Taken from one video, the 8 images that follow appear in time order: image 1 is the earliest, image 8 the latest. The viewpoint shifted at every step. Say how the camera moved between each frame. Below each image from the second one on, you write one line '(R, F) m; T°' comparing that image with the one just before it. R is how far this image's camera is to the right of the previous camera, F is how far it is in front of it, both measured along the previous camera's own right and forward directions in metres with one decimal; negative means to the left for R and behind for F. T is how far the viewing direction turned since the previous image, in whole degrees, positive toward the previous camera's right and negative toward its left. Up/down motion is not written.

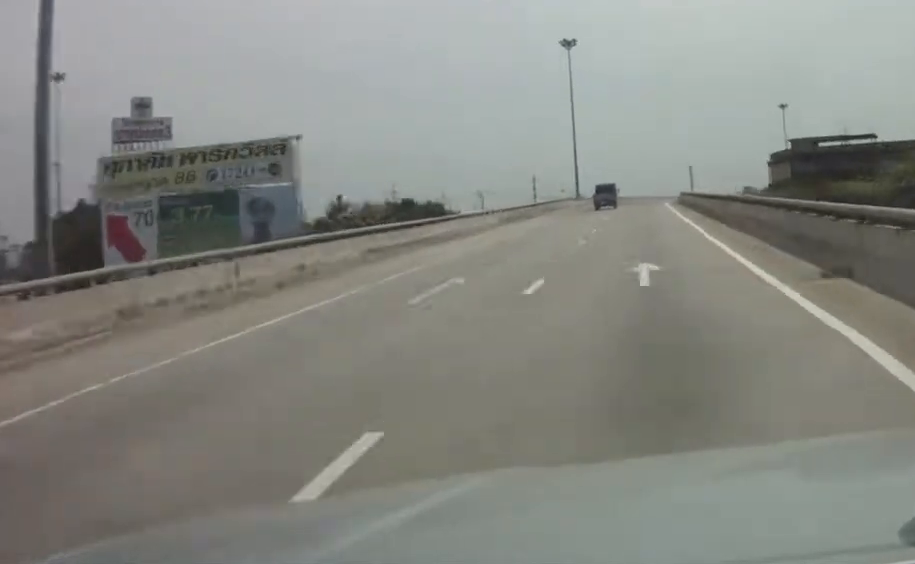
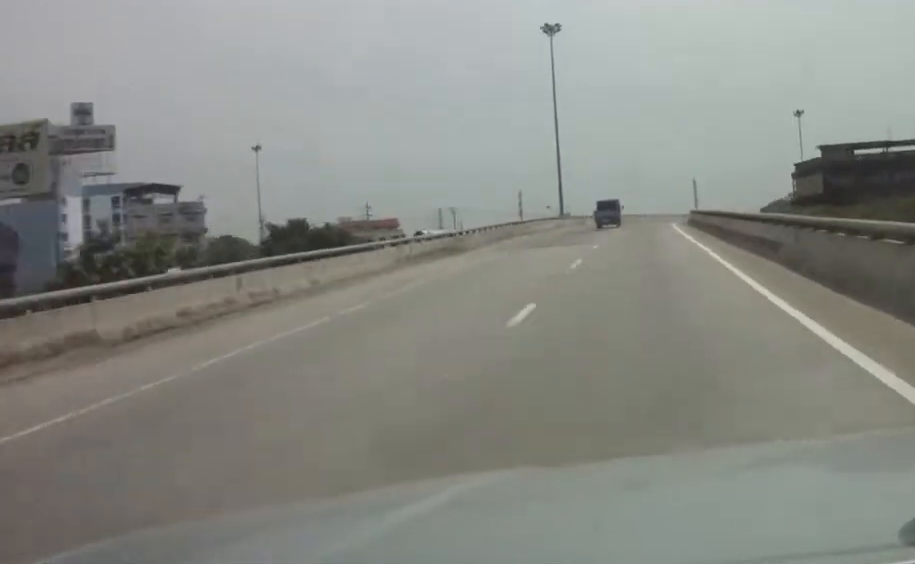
(-0.1, +27.0) m; 0°
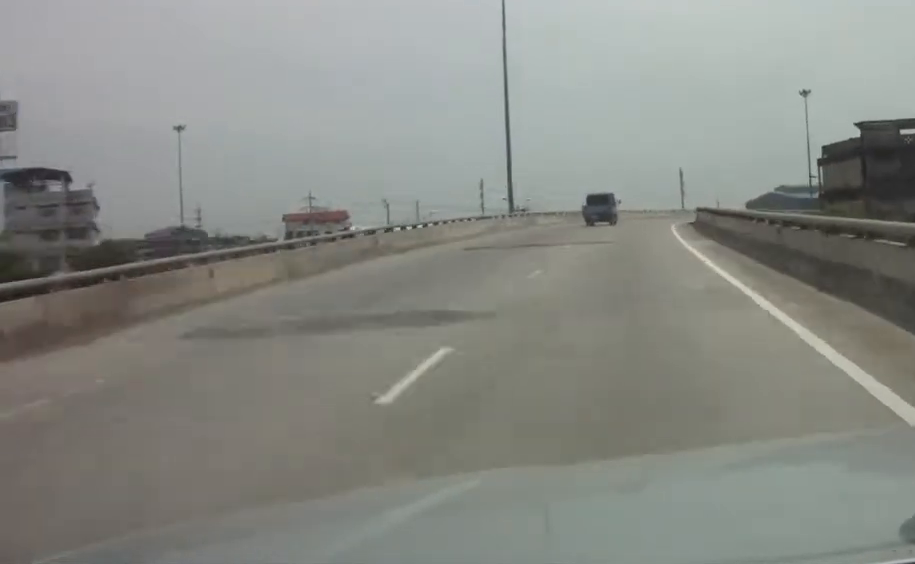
(+0.2, +30.7) m; +1°
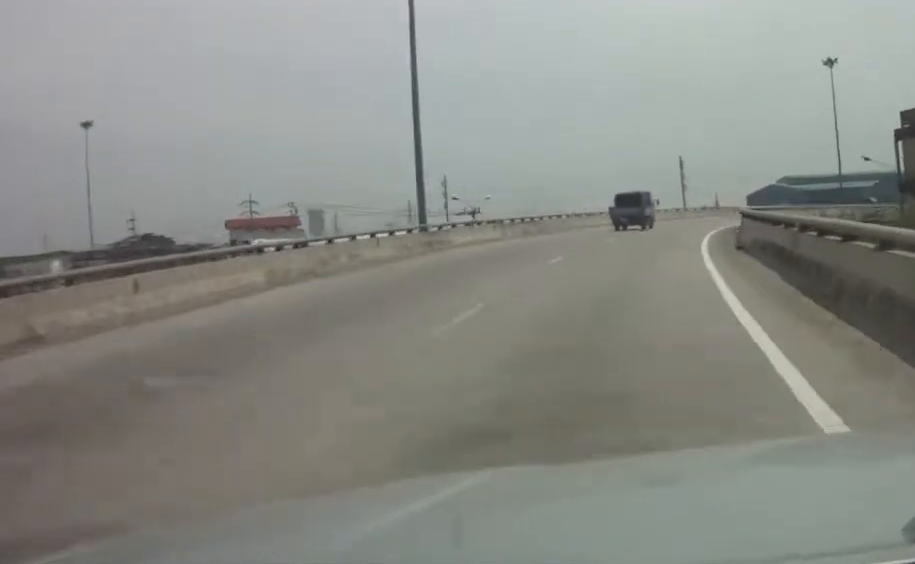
(+0.3, +32.1) m; +4°
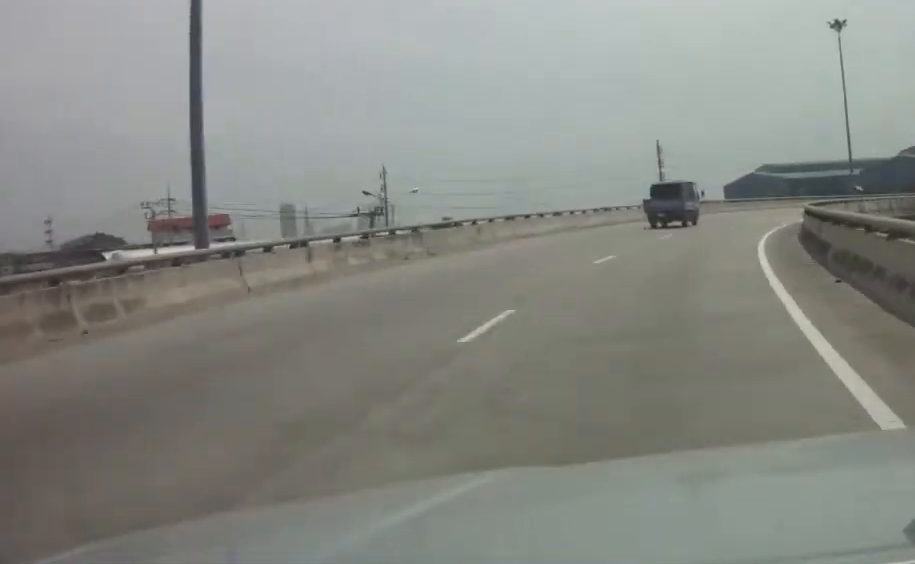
(-1.0, +24.7) m; +5°
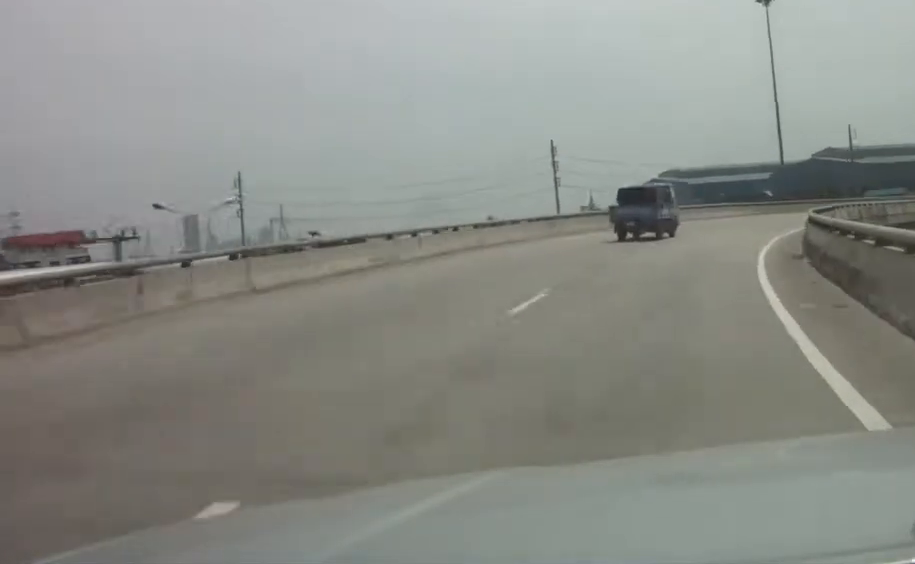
(+2.2, +19.0) m; +6°
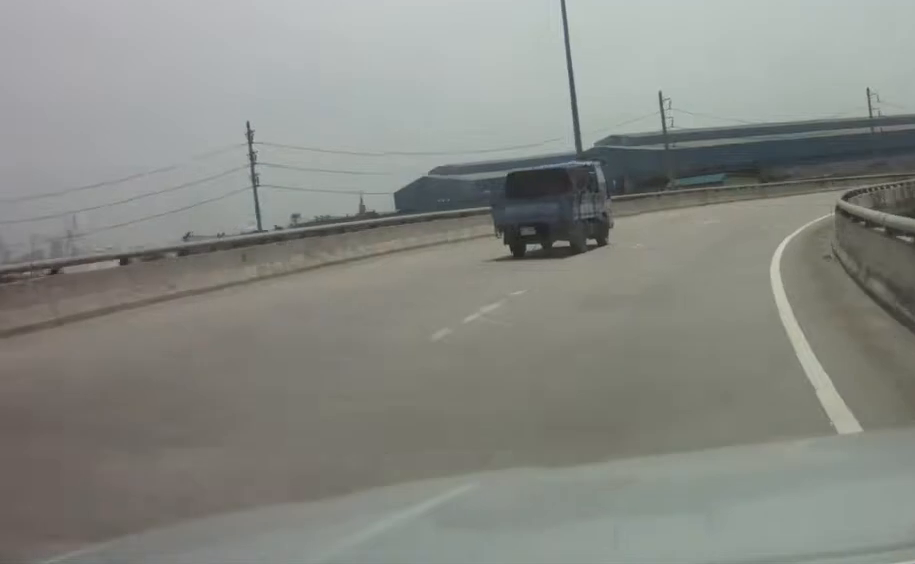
(+3.9, +36.7) m; +12°
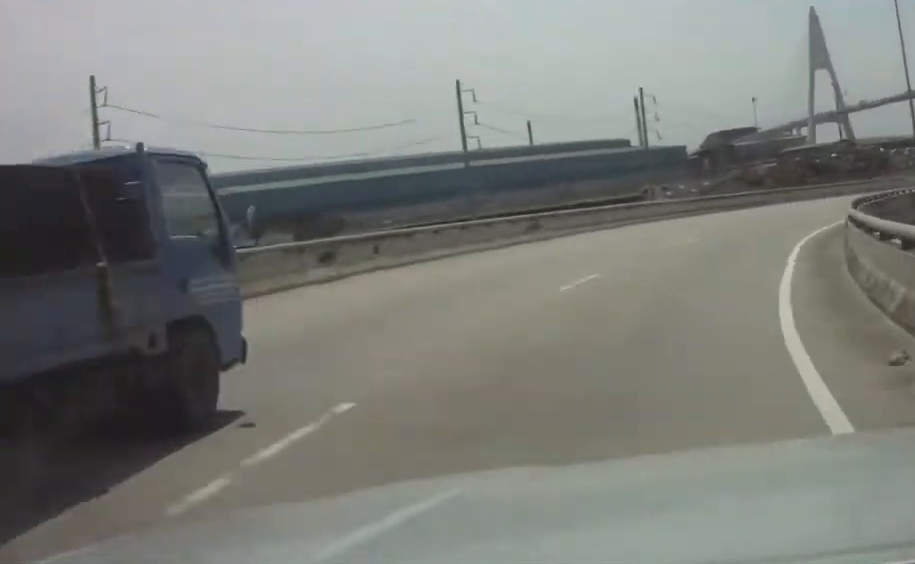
(+8.7, +50.4) m; +21°
